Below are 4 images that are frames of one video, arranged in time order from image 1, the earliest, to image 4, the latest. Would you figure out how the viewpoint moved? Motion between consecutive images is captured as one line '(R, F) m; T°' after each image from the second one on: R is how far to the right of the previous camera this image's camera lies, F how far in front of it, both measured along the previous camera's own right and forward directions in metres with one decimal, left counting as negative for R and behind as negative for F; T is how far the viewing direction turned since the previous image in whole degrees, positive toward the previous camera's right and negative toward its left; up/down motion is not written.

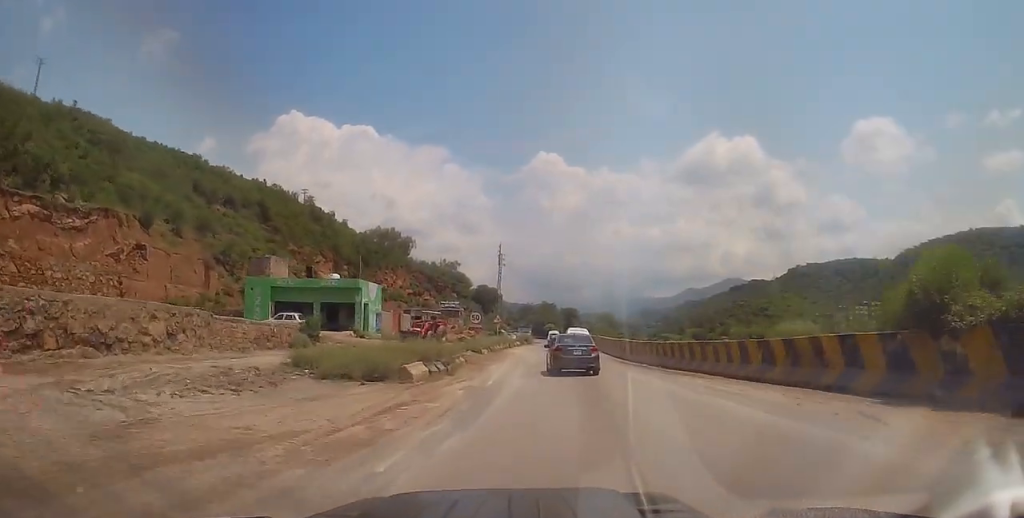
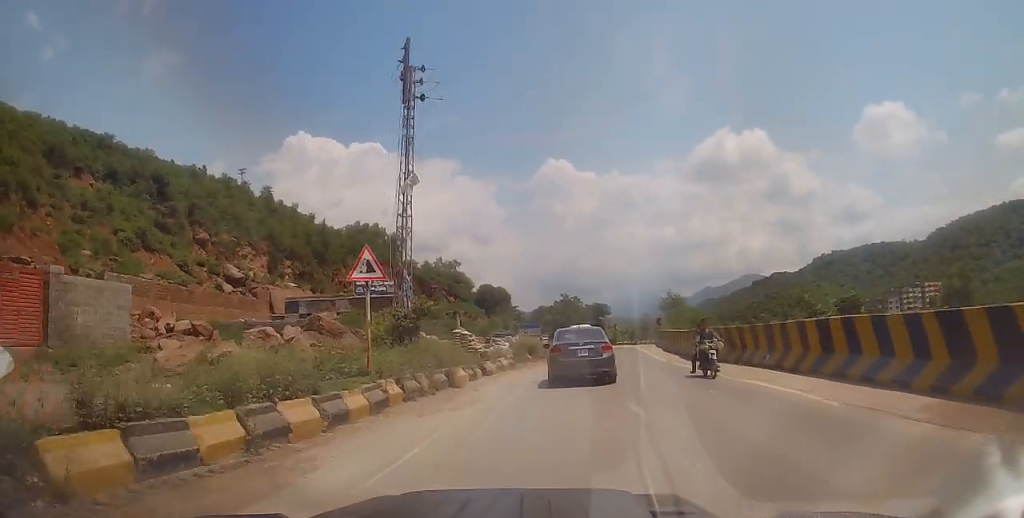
(0.0, +47.2) m; 0°
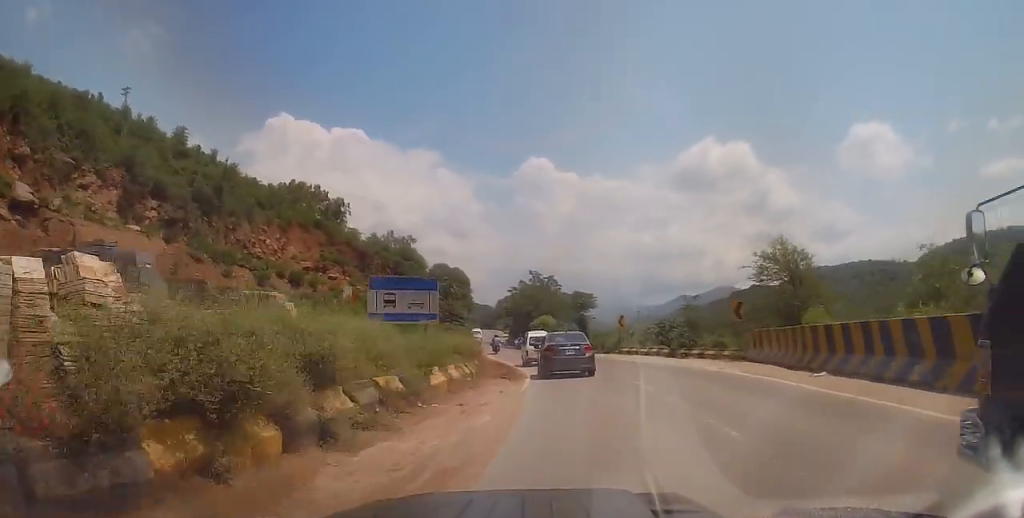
(+0.2, +38.0) m; +3°
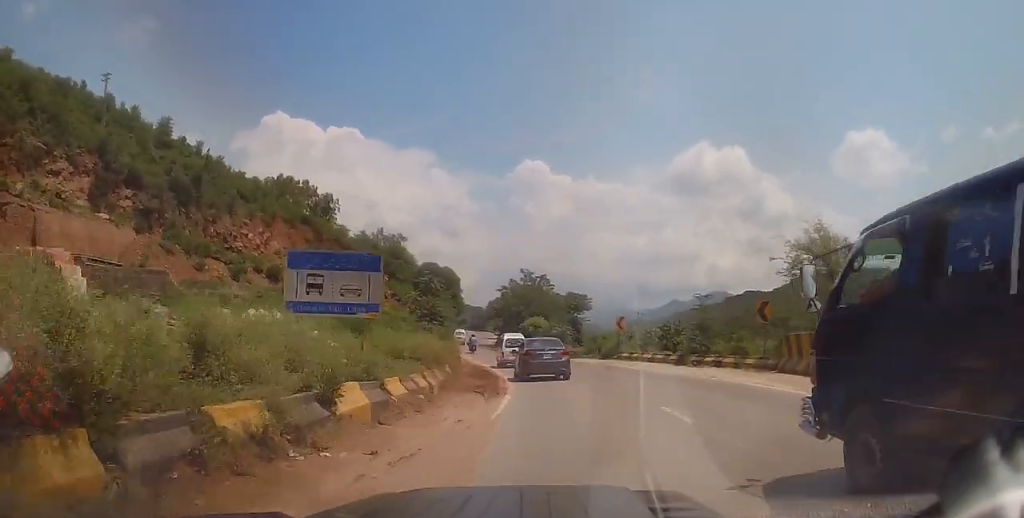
(+0.3, +4.8) m; -1°
